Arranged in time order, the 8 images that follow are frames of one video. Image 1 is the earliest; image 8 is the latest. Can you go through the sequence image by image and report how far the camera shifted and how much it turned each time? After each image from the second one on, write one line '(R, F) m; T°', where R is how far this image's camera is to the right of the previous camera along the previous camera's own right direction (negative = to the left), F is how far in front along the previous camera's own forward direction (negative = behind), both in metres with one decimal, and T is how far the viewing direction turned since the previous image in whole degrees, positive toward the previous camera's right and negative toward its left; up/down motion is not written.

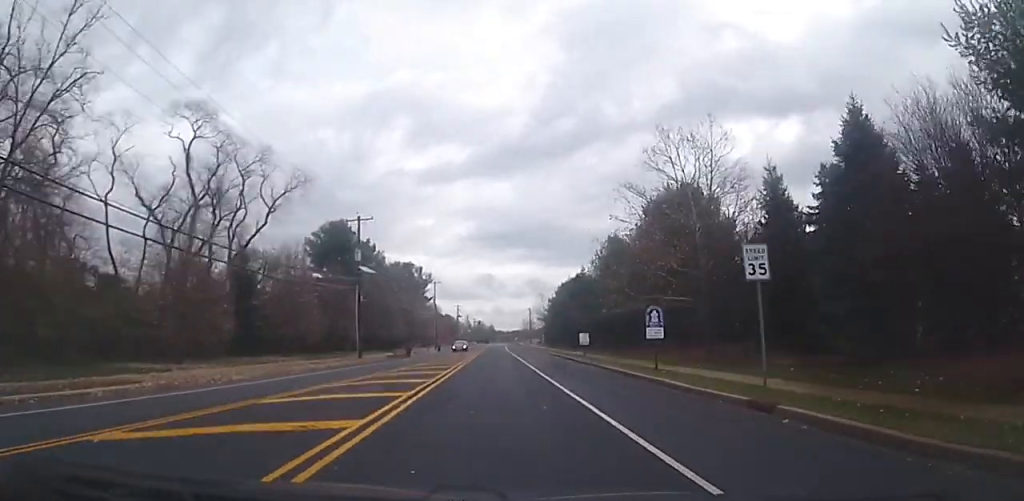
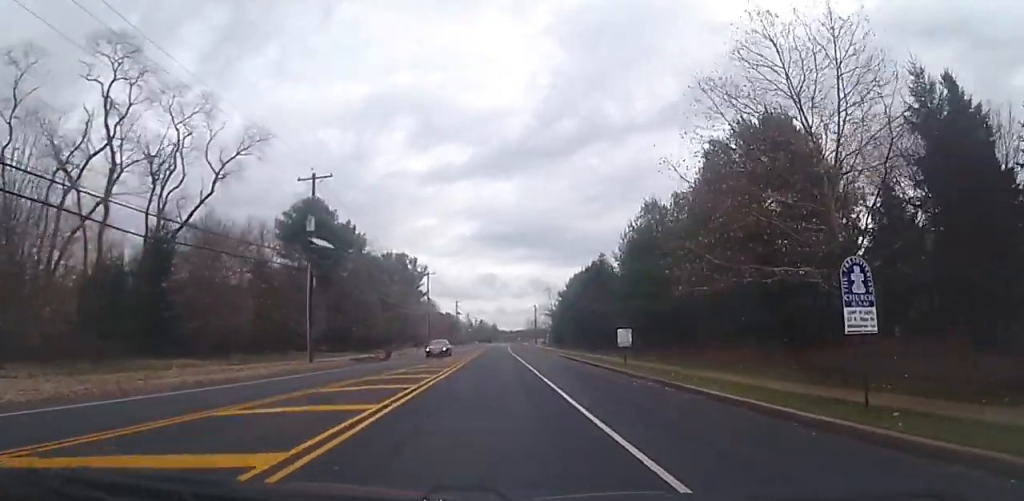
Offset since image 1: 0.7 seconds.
(0.0, +12.4) m; 0°
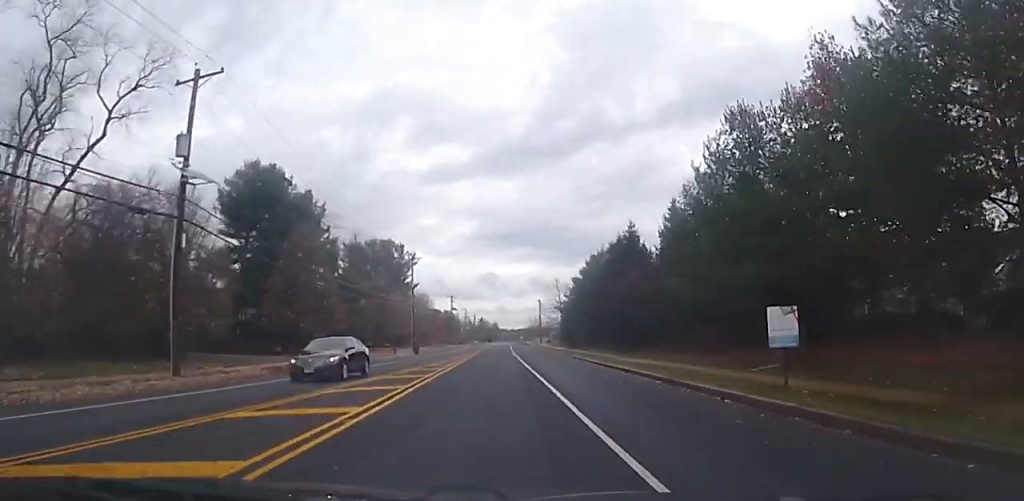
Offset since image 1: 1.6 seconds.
(-0.3, +15.3) m; 0°
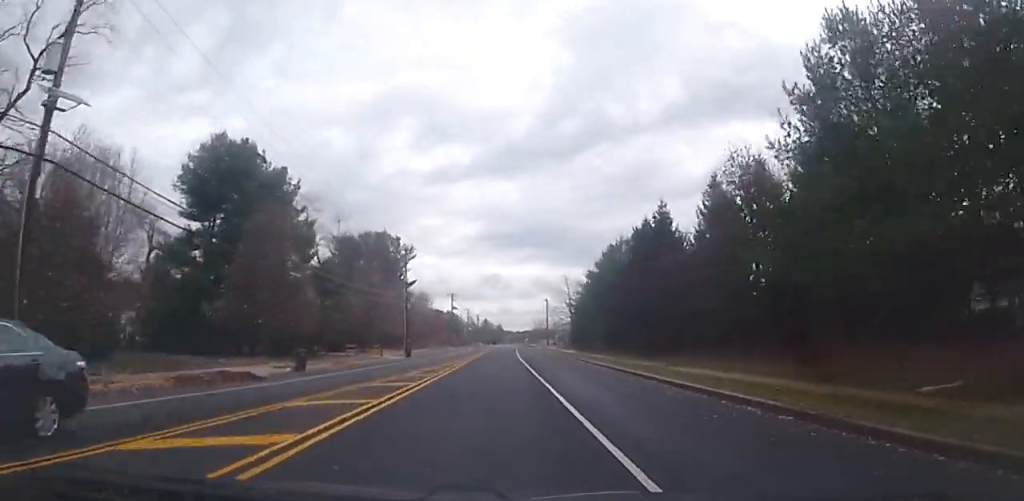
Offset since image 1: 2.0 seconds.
(+0.3, +8.2) m; 0°
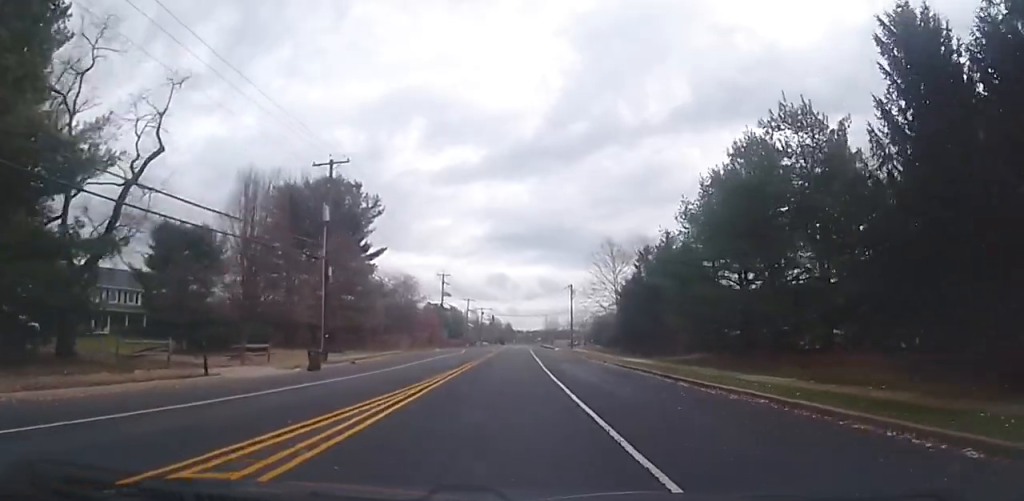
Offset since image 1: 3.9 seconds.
(-0.8, +31.5) m; -2°
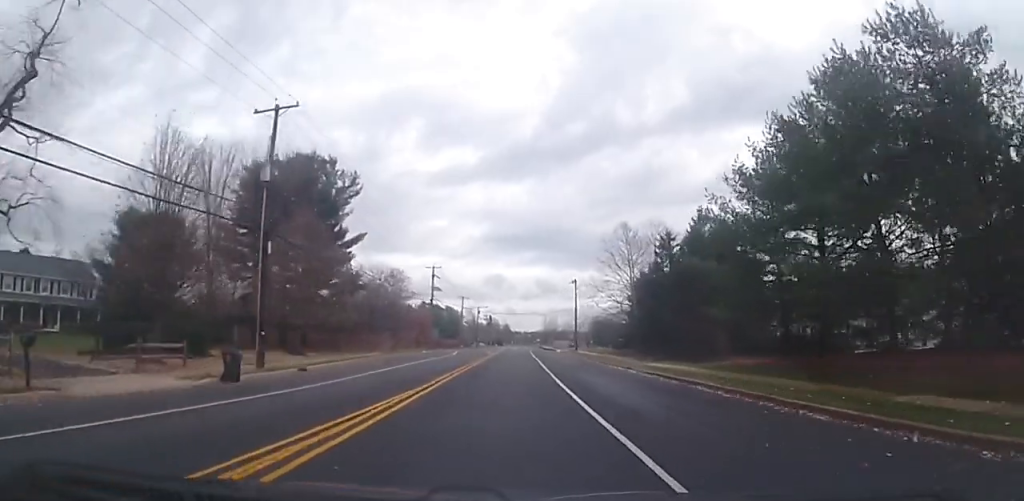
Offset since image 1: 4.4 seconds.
(0.0, +8.4) m; 0°
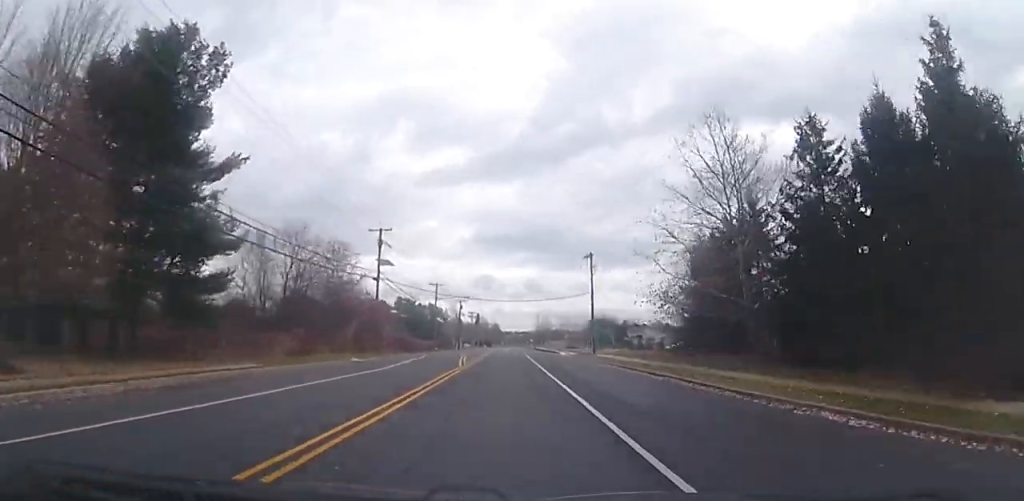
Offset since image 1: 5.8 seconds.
(0.0, +25.1) m; +1°
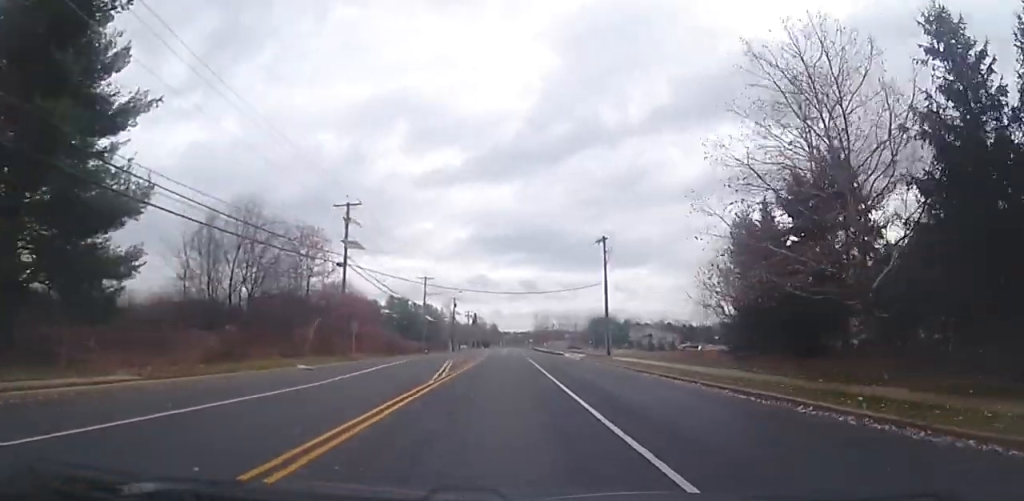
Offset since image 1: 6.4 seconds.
(-0.2, +9.3) m; +1°
